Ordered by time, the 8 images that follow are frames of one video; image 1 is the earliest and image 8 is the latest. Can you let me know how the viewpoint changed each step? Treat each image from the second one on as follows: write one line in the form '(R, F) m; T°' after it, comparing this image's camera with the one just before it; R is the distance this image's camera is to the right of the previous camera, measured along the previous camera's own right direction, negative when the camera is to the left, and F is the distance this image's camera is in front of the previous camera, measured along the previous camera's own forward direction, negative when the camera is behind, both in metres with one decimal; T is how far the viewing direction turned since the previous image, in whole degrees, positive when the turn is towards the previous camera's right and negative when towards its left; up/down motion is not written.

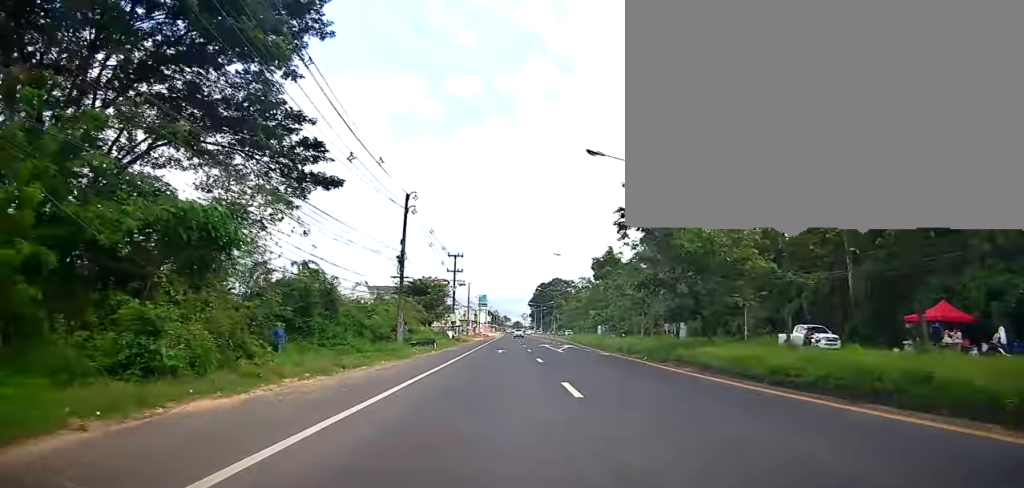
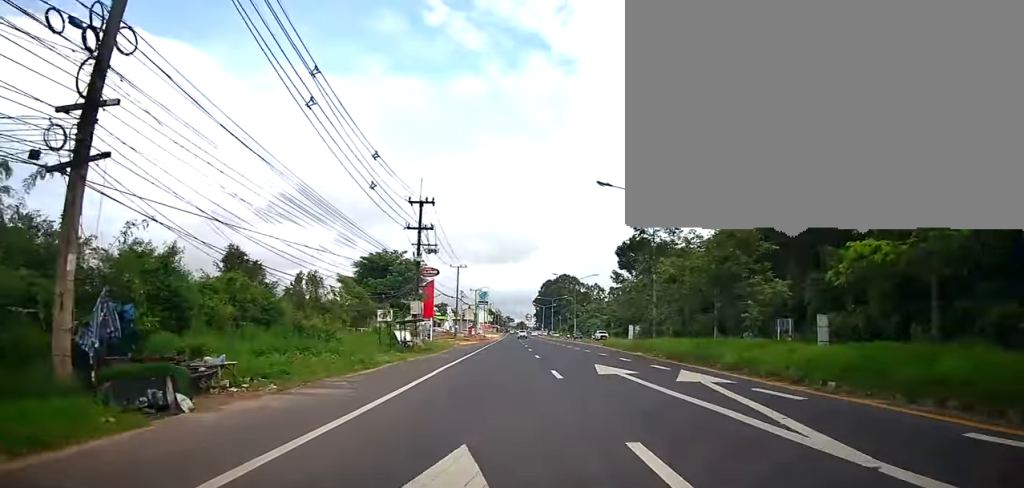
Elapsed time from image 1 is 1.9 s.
(0.0, +31.1) m; -1°
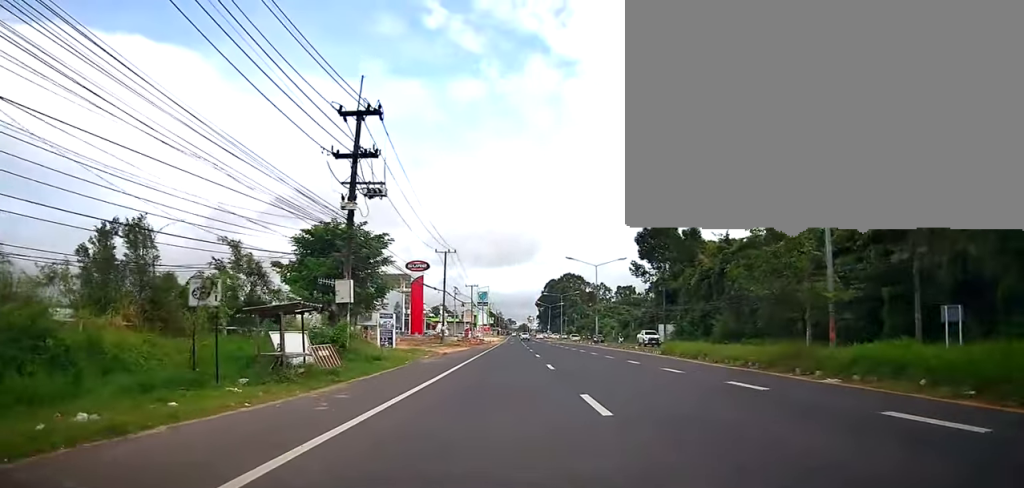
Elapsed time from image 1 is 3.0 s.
(-0.6, +18.9) m; -2°
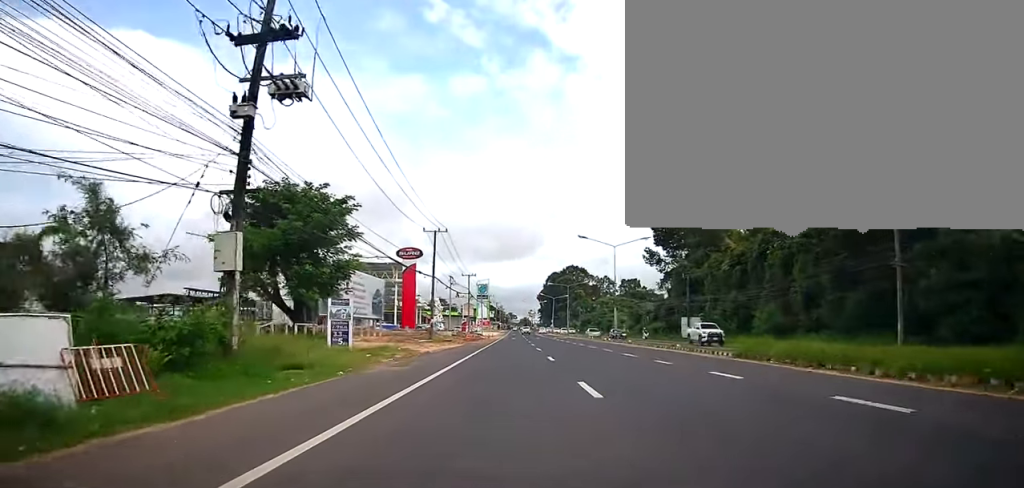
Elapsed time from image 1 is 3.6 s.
(-0.1, +10.6) m; +1°
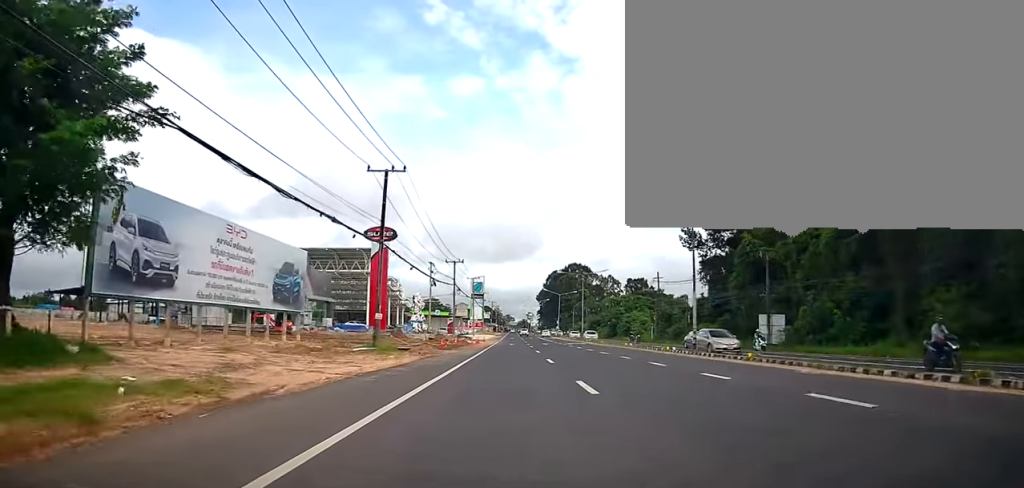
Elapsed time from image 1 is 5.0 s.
(+0.9, +23.0) m; +2°
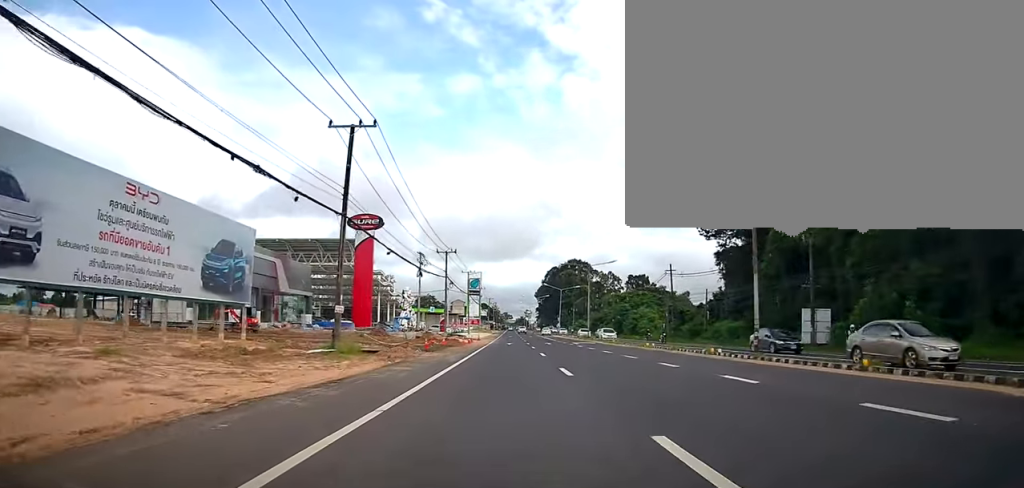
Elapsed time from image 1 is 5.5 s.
(0.0, +7.8) m; 0°
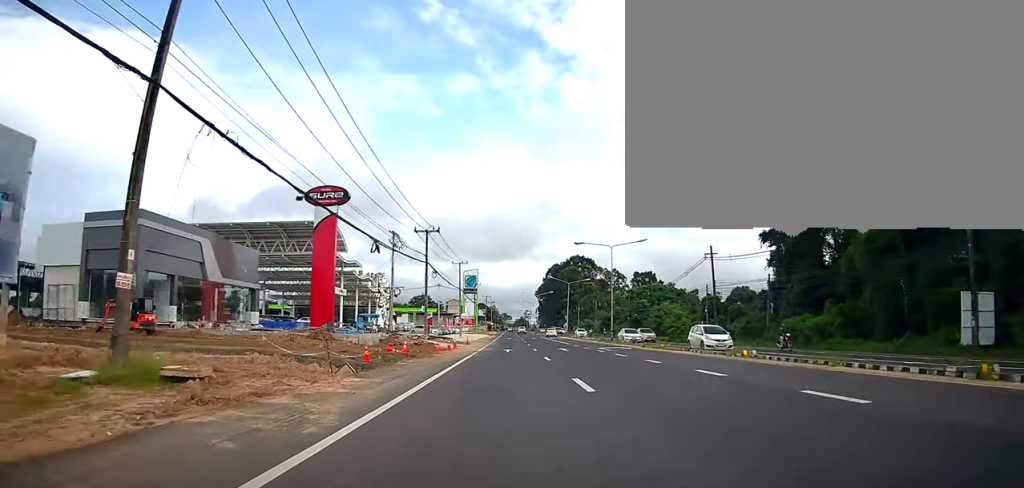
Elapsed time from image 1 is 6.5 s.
(0.0, +16.2) m; 0°
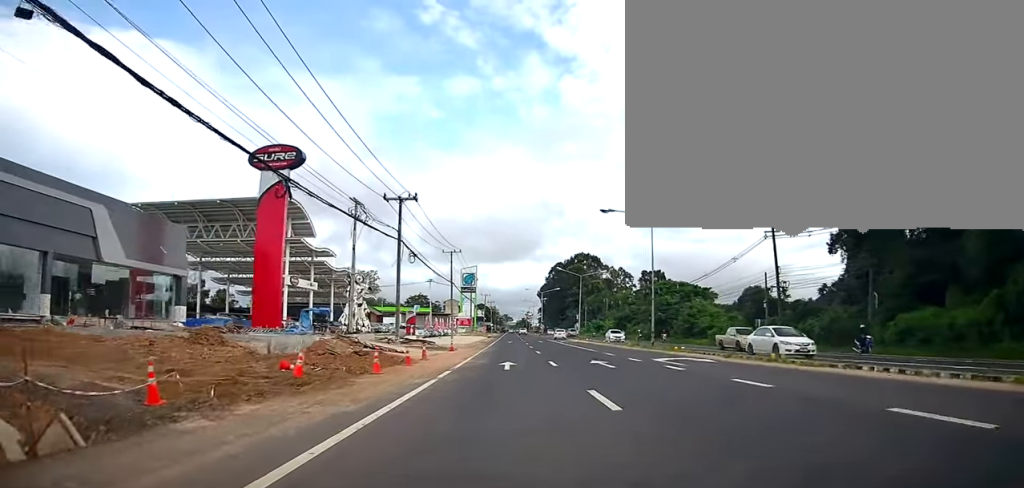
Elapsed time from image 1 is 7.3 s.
(0.0, +14.6) m; 0°
